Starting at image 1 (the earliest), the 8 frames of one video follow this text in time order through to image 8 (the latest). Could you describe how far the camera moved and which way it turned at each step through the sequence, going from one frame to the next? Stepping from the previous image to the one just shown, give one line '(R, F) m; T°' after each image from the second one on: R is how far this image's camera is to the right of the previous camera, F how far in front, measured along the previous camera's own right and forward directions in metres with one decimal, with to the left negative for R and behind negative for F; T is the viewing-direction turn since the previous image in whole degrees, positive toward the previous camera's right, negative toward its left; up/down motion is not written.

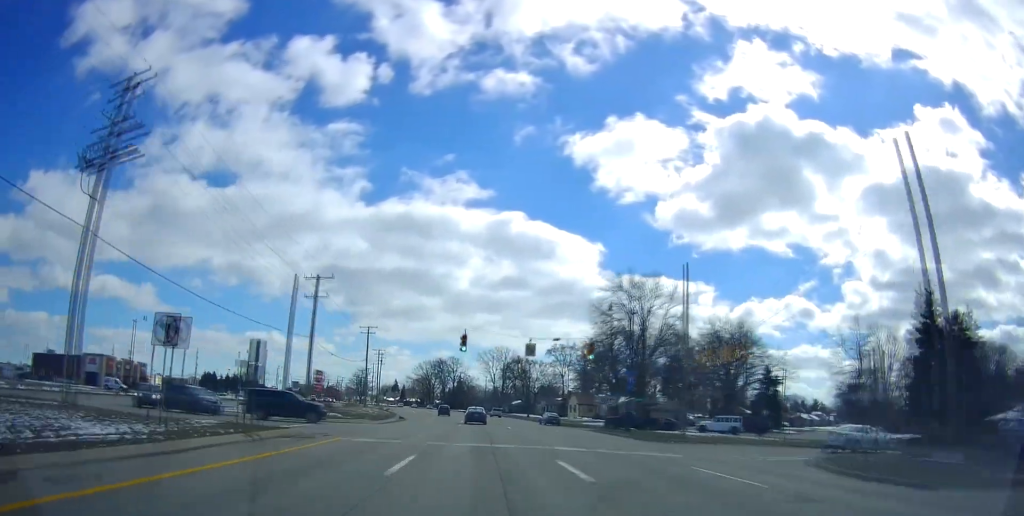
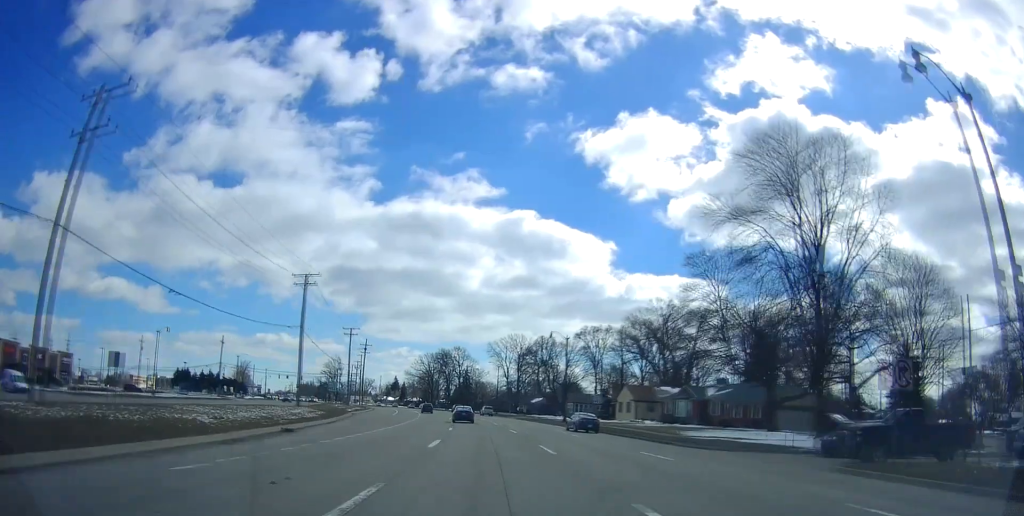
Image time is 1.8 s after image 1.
(-0.4, +39.0) m; -2°
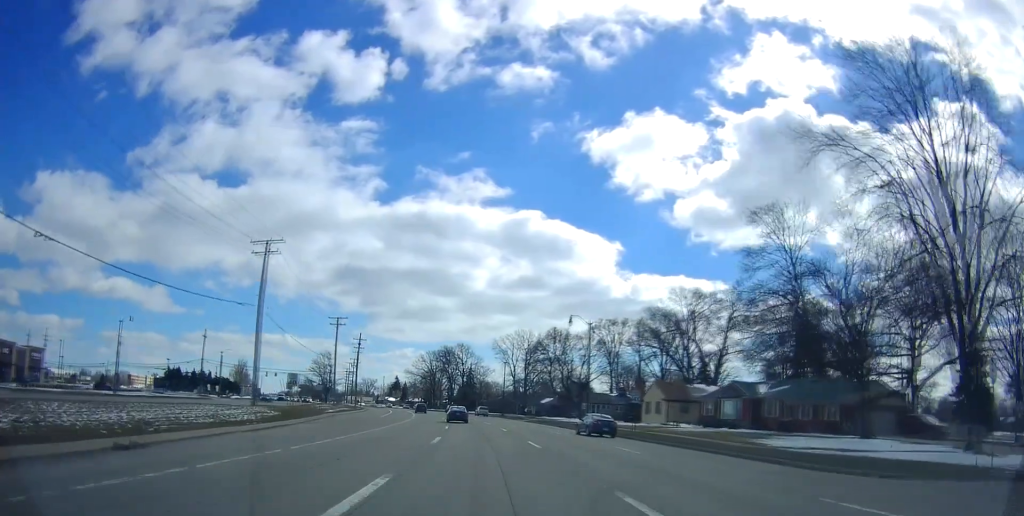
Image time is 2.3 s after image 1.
(+0.1, +12.4) m; -1°
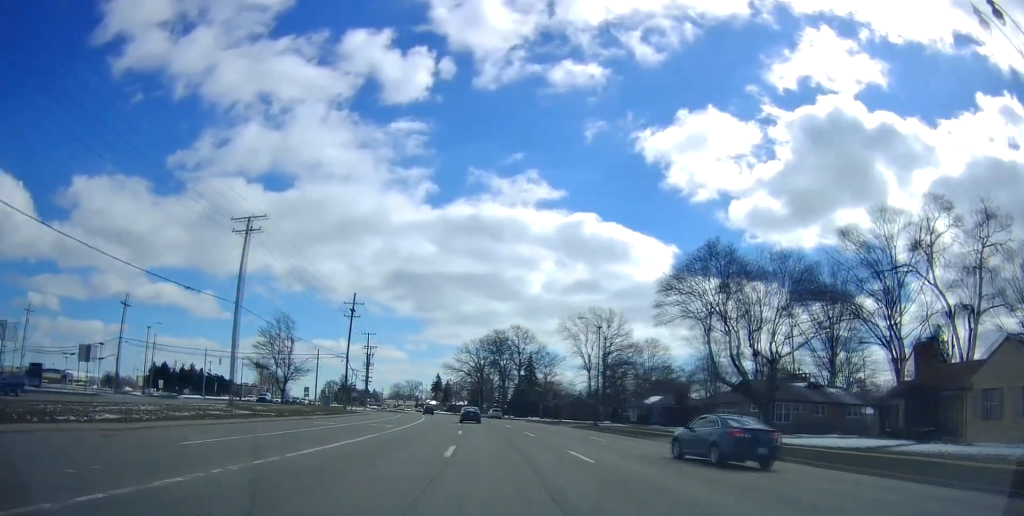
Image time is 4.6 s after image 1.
(-1.6, +51.2) m; -3°
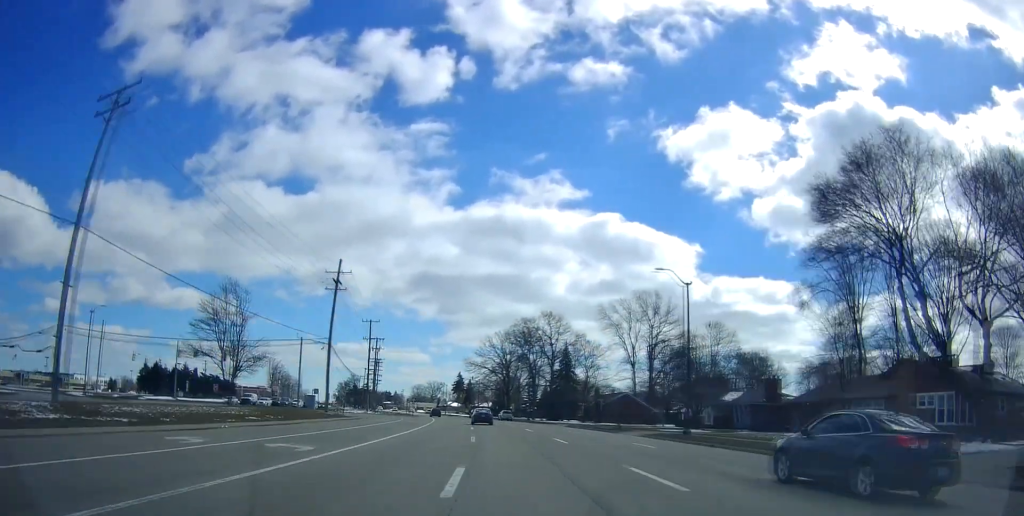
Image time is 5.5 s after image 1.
(0.0, +21.0) m; -4°
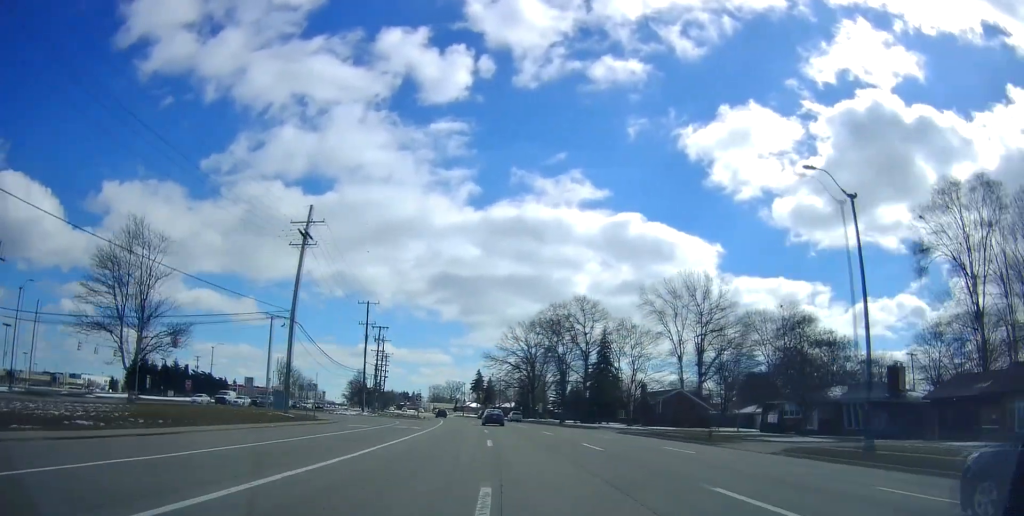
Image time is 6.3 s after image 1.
(-1.0, +18.2) m; -3°
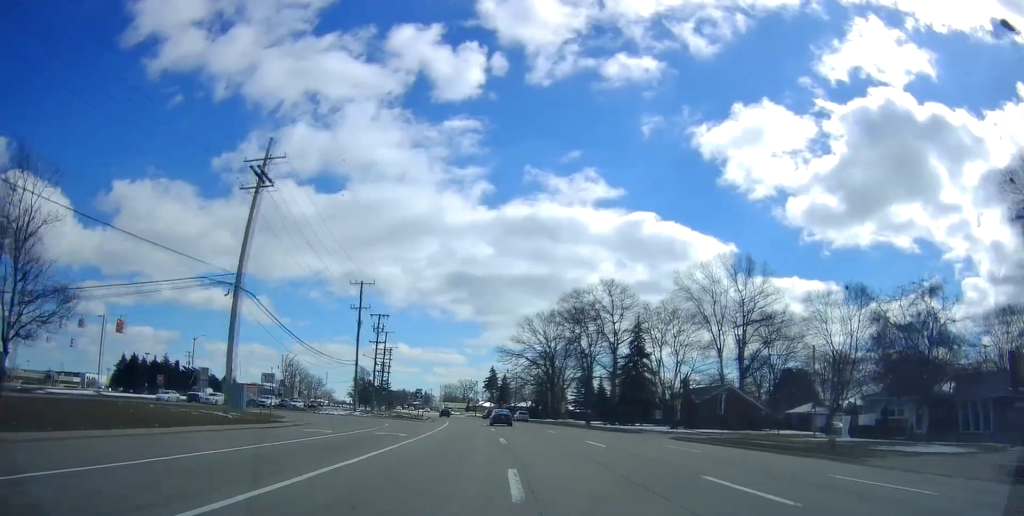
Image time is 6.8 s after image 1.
(-0.4, +12.8) m; -2°
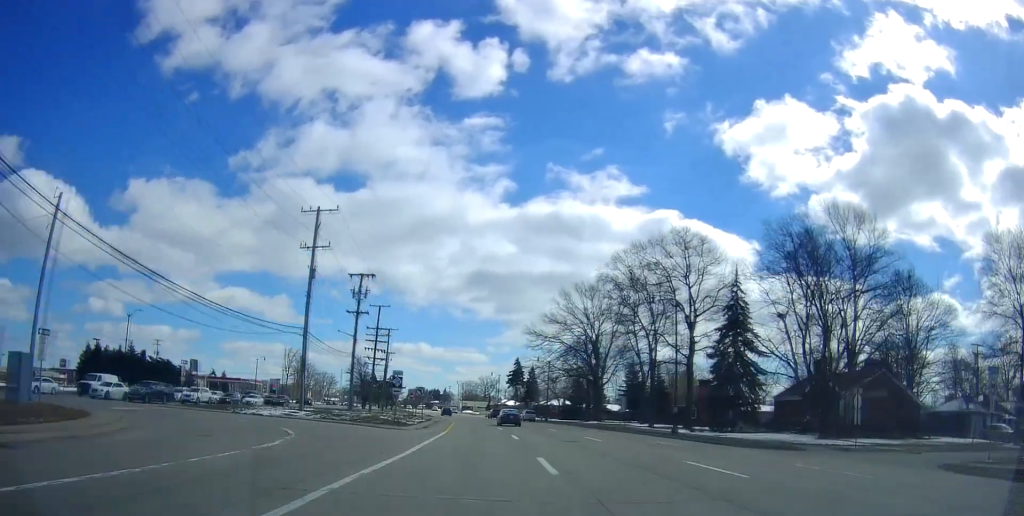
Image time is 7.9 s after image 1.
(0.0, +26.5) m; -1°
